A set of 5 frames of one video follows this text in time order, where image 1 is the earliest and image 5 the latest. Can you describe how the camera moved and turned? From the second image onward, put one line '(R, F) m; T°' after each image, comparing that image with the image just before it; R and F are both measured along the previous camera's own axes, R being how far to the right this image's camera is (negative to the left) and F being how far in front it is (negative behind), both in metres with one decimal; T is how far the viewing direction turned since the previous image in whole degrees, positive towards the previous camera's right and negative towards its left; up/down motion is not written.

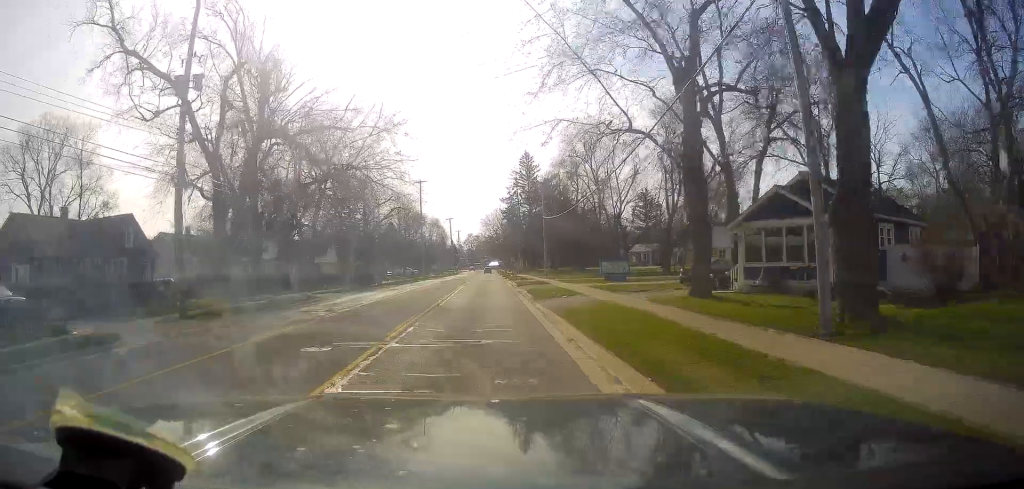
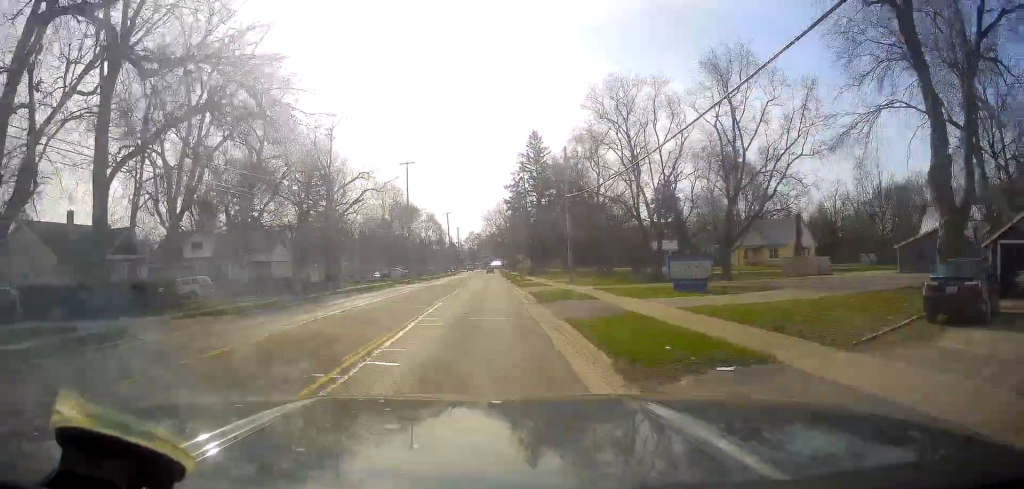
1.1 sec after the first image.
(-0.2, +18.8) m; -1°
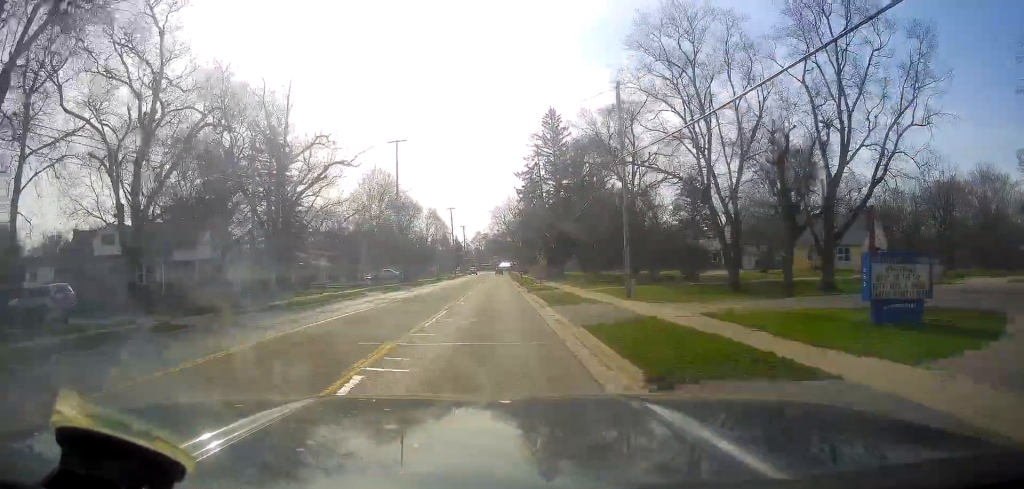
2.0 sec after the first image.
(-0.2, +16.6) m; +2°
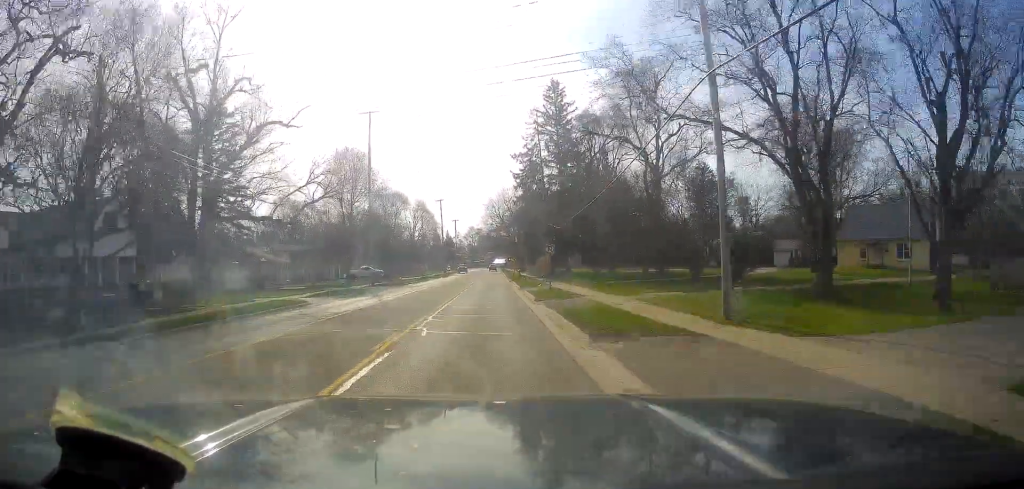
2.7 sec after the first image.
(+0.4, +12.5) m; +1°
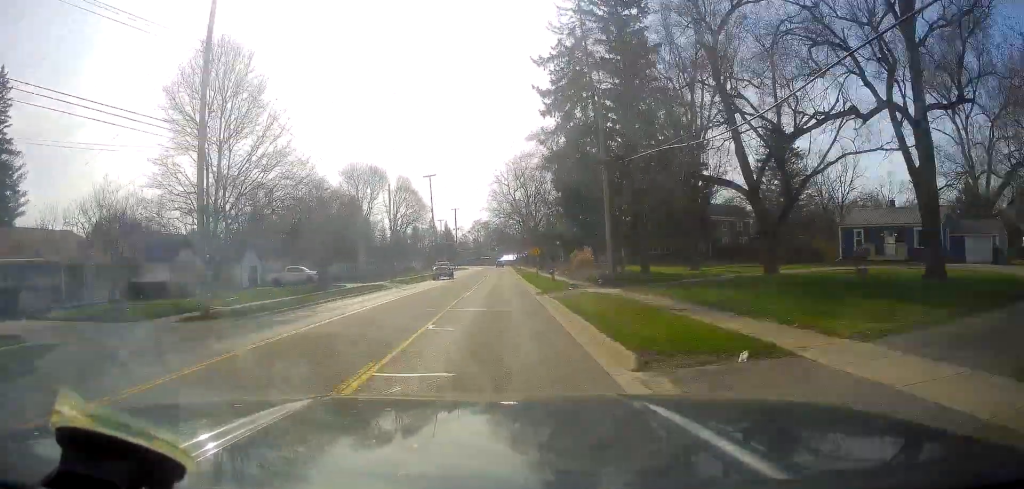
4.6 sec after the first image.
(0.0, +35.5) m; 0°
